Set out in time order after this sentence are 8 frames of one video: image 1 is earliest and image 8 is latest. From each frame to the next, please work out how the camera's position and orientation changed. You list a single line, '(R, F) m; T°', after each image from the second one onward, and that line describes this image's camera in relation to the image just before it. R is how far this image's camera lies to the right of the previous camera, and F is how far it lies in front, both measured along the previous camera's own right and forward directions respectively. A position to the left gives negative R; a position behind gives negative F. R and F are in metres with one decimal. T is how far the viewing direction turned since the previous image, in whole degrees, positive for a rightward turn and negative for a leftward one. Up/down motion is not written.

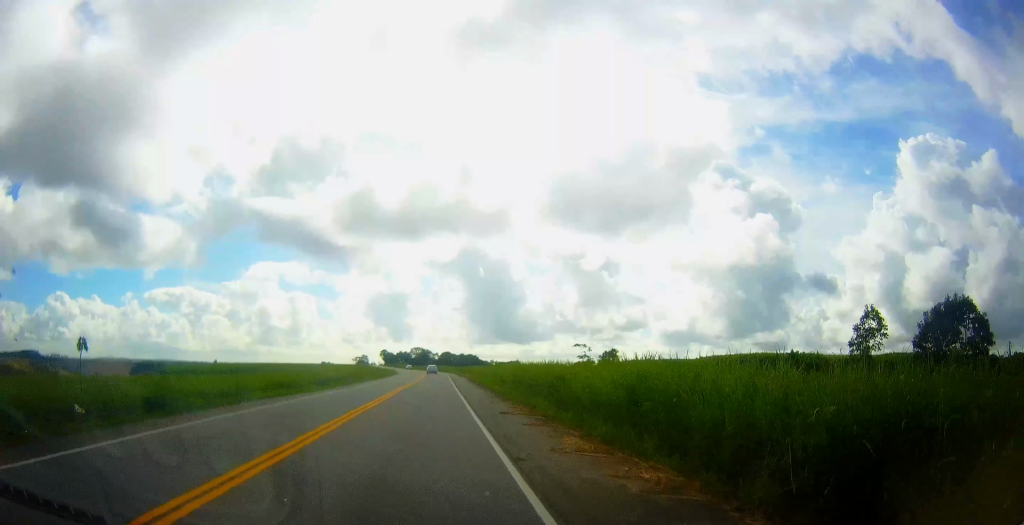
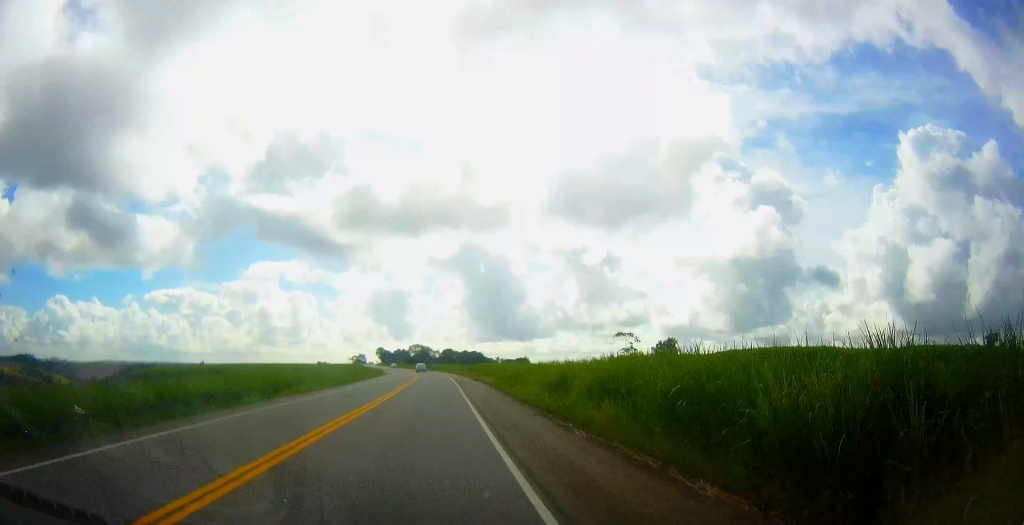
(+0.1, +32.5) m; 0°
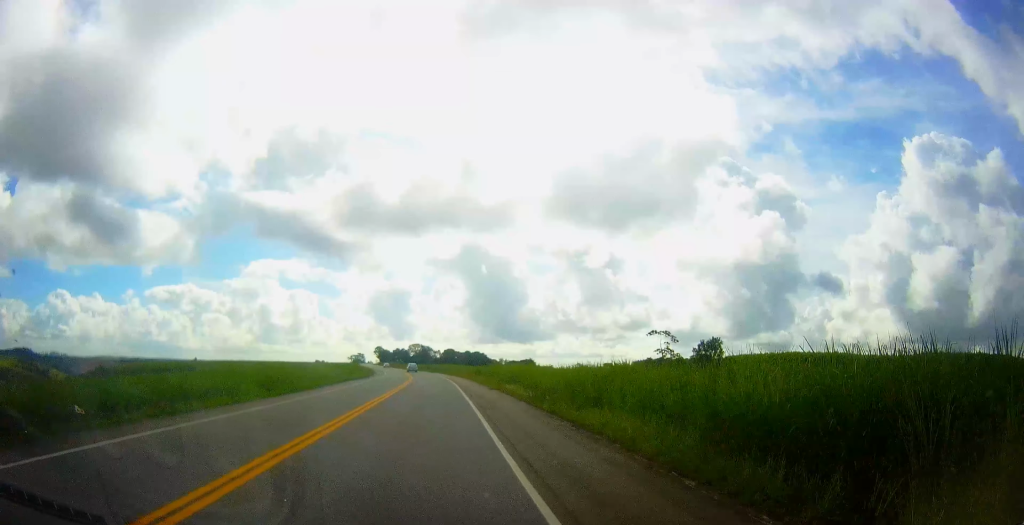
(+0.1, +16.3) m; 0°
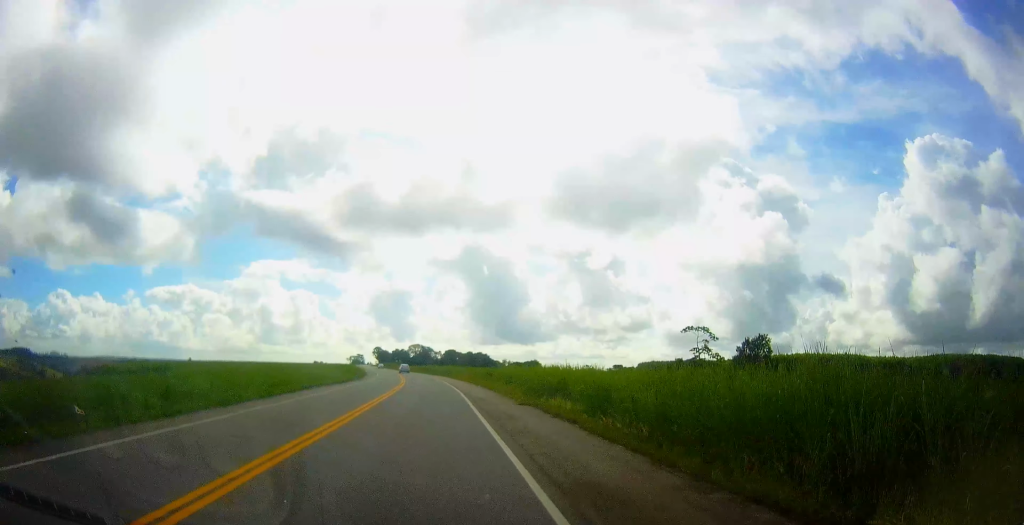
(-0.2, +12.9) m; -1°
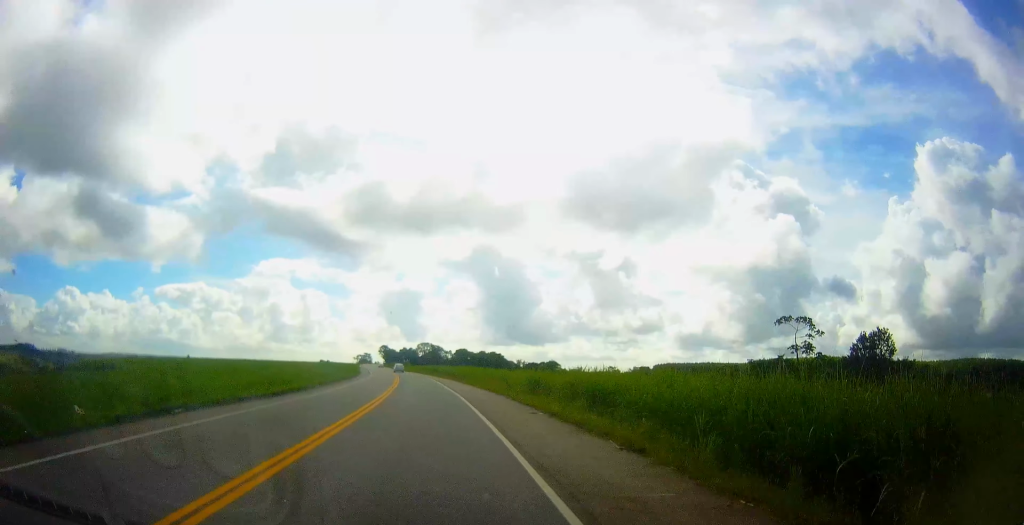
(-0.2, +21.2) m; 0°
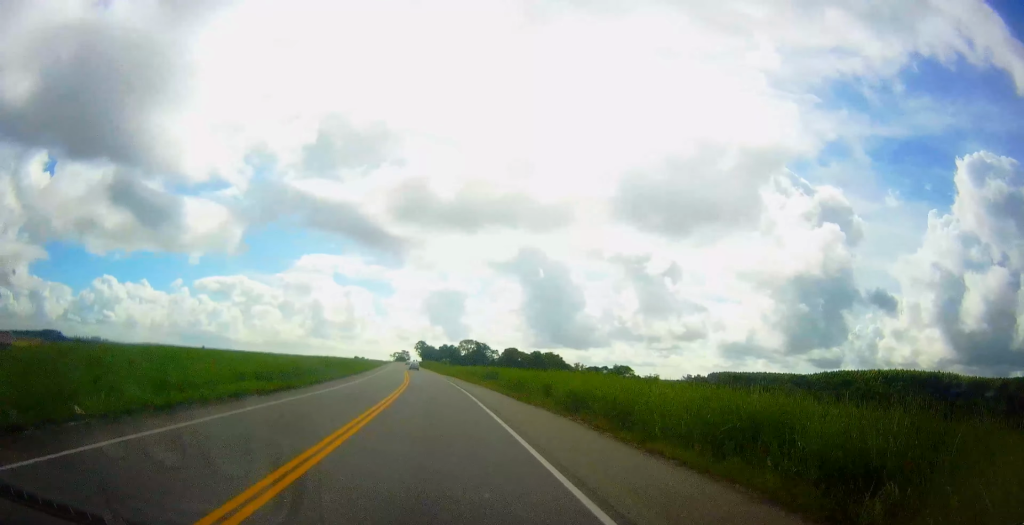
(0.0, +44.7) m; -1°
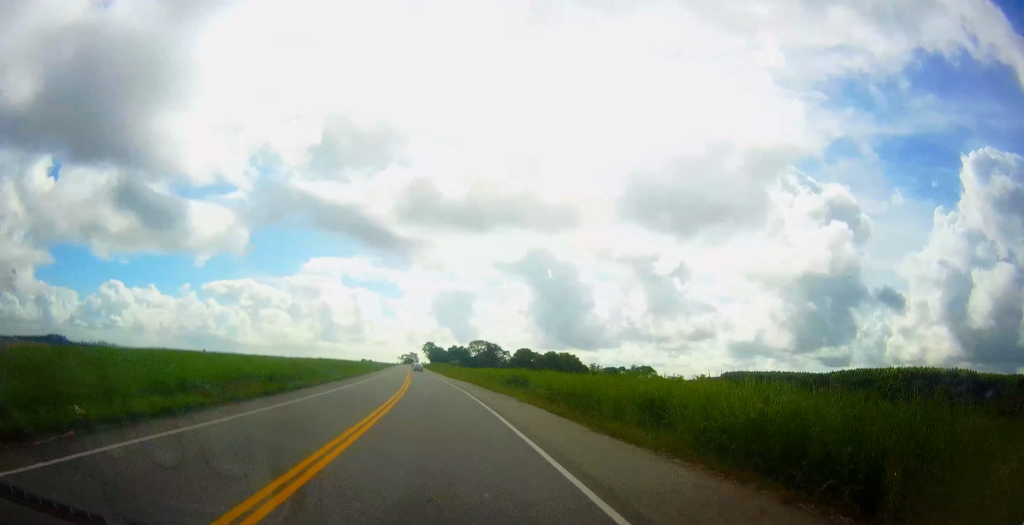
(-0.3, +12.9) m; -1°
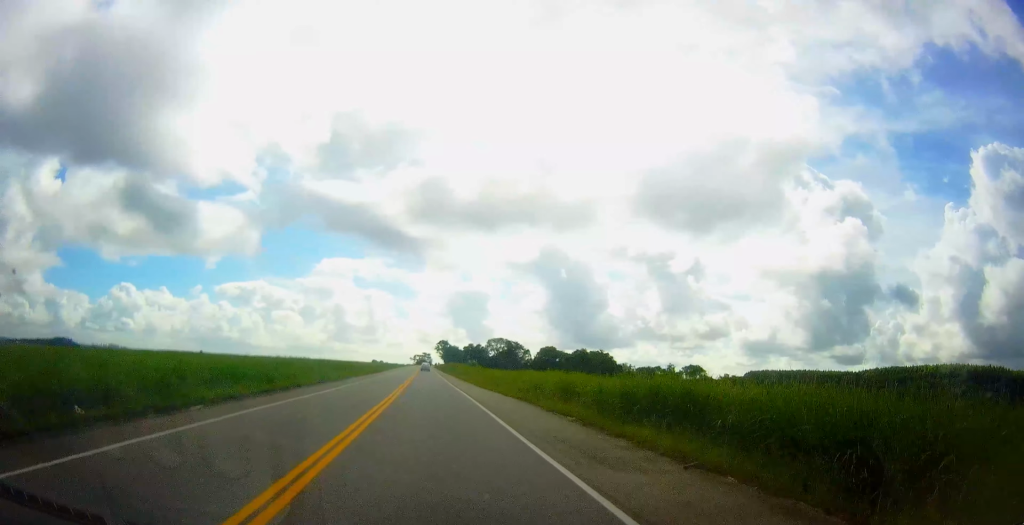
(-0.5, +27.1) m; -2°
